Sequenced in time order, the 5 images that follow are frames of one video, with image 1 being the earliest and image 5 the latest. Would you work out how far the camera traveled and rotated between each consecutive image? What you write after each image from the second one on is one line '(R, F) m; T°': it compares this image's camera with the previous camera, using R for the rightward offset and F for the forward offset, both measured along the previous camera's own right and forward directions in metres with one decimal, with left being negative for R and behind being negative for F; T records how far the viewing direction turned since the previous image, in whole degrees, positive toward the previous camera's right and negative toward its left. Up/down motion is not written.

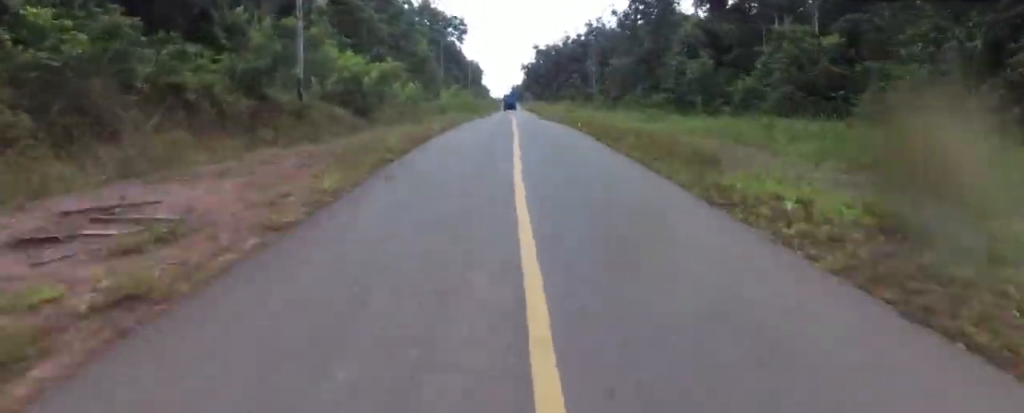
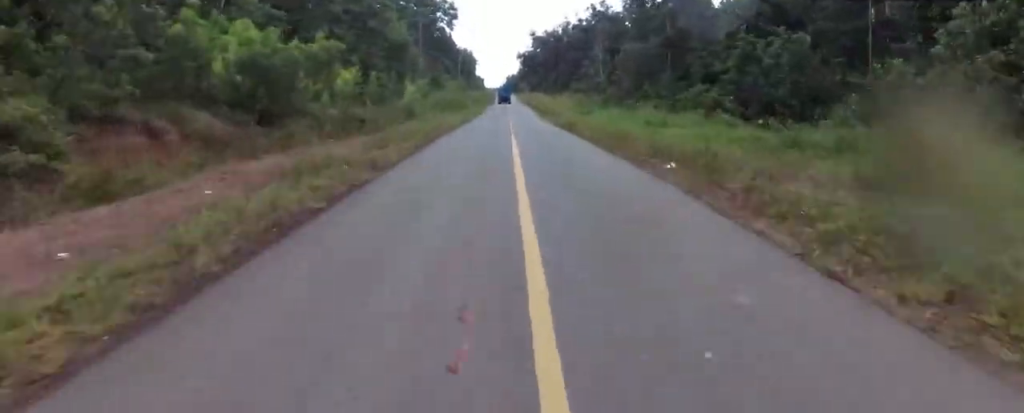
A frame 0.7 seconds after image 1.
(0.0, +15.1) m; 0°
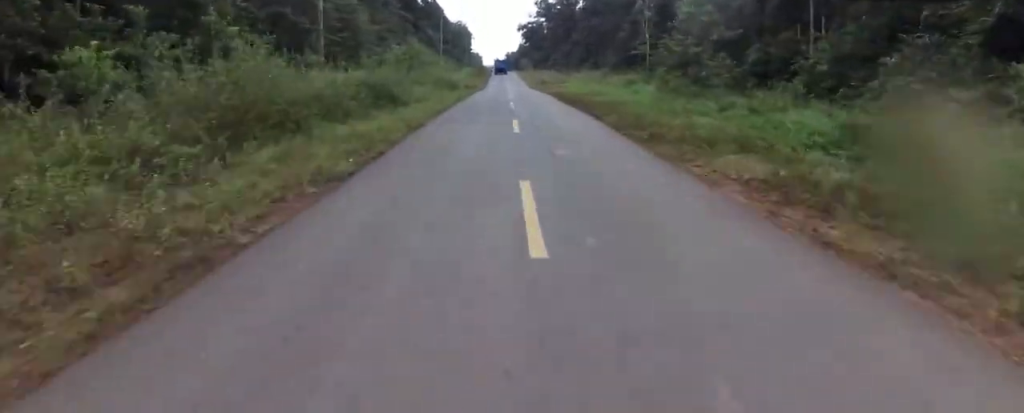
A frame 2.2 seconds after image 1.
(+0.8, +34.7) m; +4°
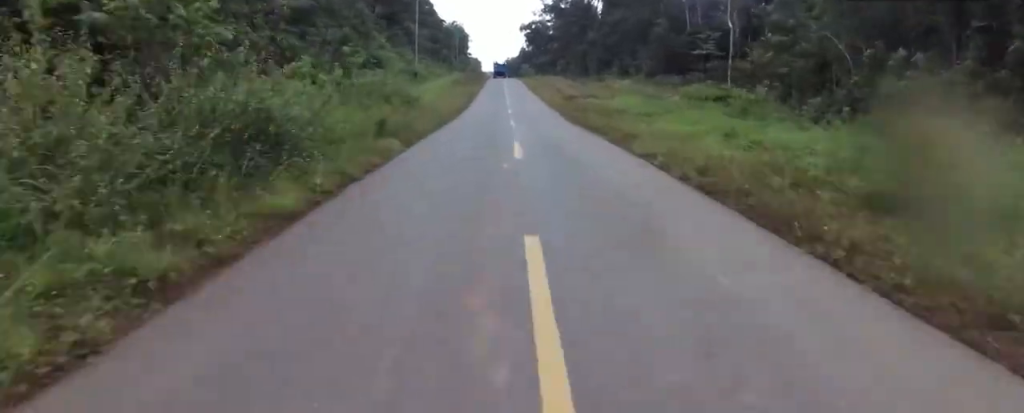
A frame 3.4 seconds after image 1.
(+0.9, +26.6) m; -2°
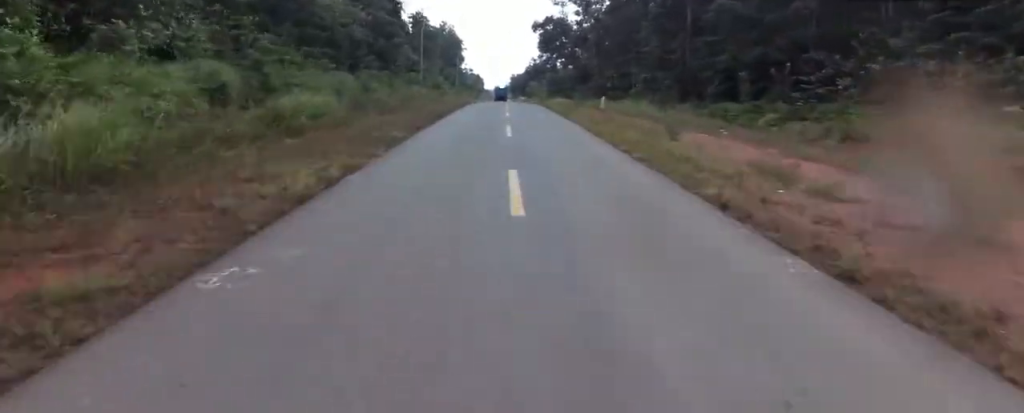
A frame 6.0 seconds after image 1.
(-0.2, +60.8) m; +1°
